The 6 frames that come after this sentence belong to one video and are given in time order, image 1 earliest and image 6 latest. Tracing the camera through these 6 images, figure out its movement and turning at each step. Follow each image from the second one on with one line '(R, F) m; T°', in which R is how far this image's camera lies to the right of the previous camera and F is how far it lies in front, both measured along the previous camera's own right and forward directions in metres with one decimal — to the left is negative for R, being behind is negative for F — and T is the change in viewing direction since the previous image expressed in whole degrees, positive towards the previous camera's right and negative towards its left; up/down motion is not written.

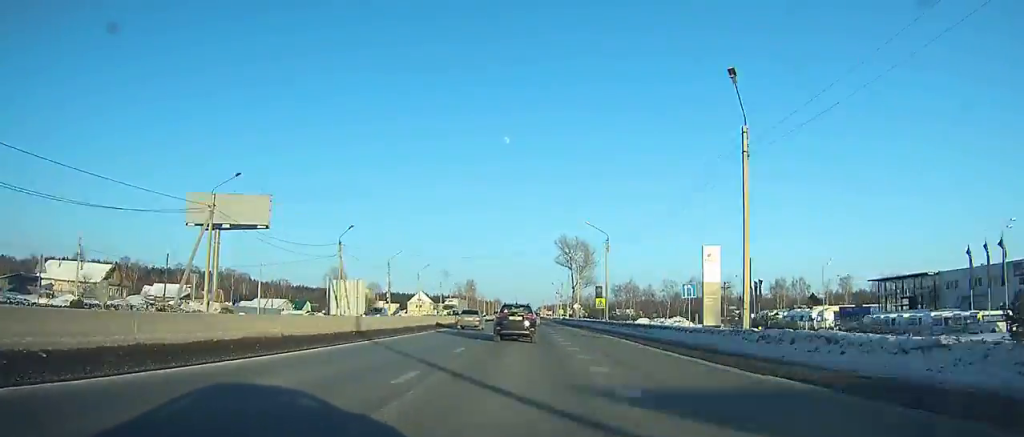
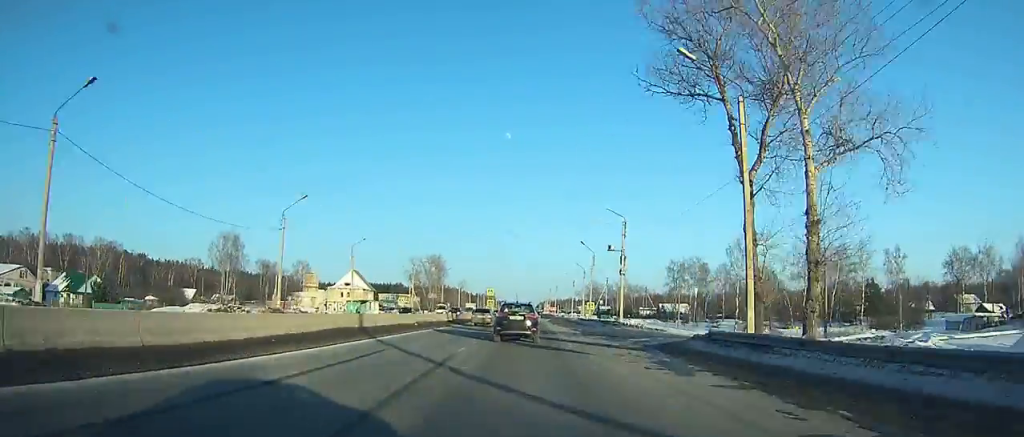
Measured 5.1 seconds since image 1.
(-0.5, +95.5) m; 0°
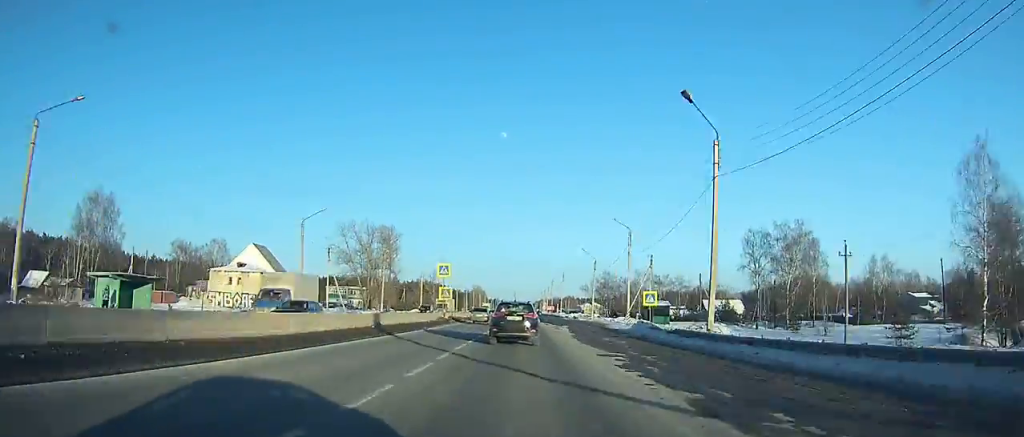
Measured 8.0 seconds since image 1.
(+0.1, +54.6) m; 0°
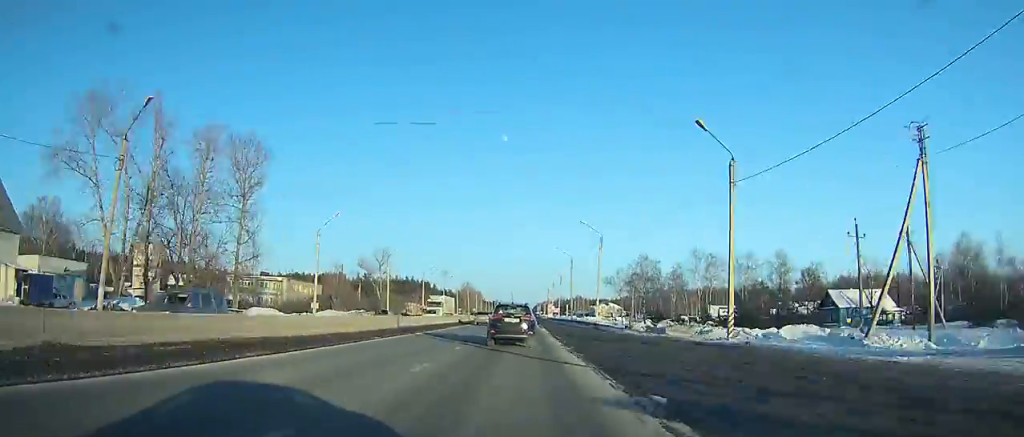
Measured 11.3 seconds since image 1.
(+0.1, +64.1) m; 0°
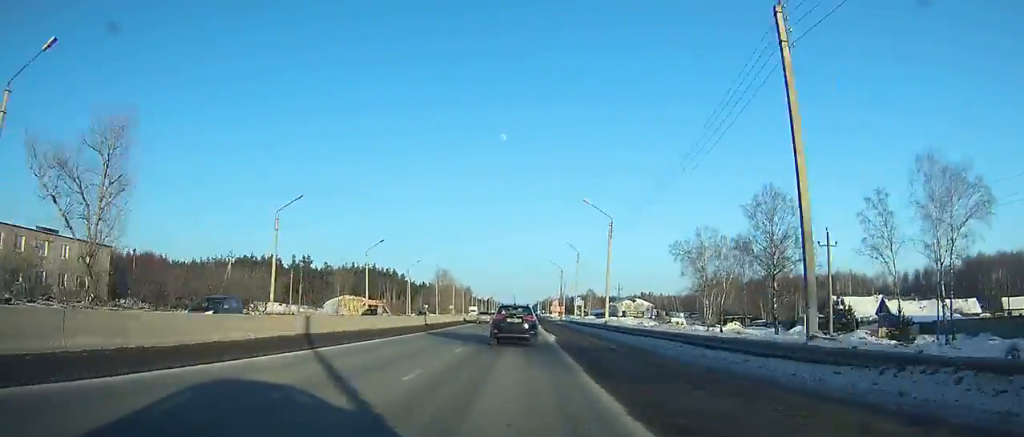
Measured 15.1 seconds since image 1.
(-0.3, +78.4) m; 0°
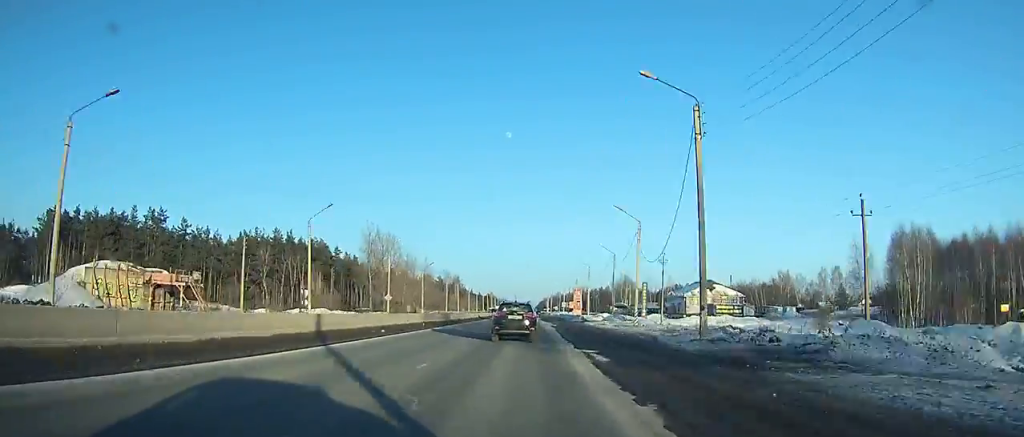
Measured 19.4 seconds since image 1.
(-0.1, +91.0) m; 0°
